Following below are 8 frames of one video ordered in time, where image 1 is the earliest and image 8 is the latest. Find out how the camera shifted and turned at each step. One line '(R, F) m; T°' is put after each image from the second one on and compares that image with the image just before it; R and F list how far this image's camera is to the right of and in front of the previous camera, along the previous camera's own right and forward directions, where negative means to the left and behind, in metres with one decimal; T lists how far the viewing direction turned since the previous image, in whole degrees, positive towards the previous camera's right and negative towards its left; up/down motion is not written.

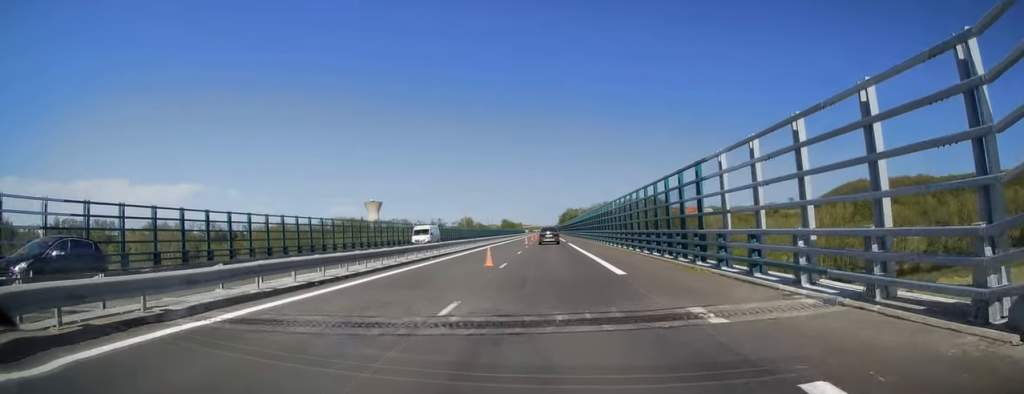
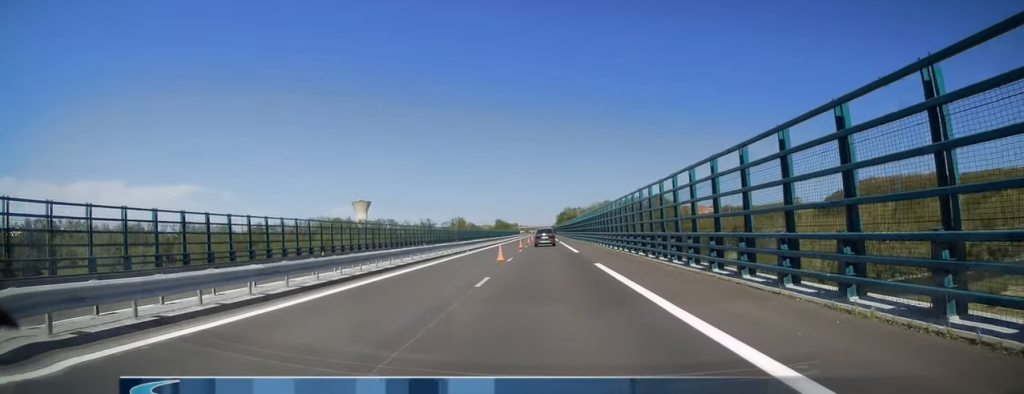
(0.0, +32.3) m; 0°
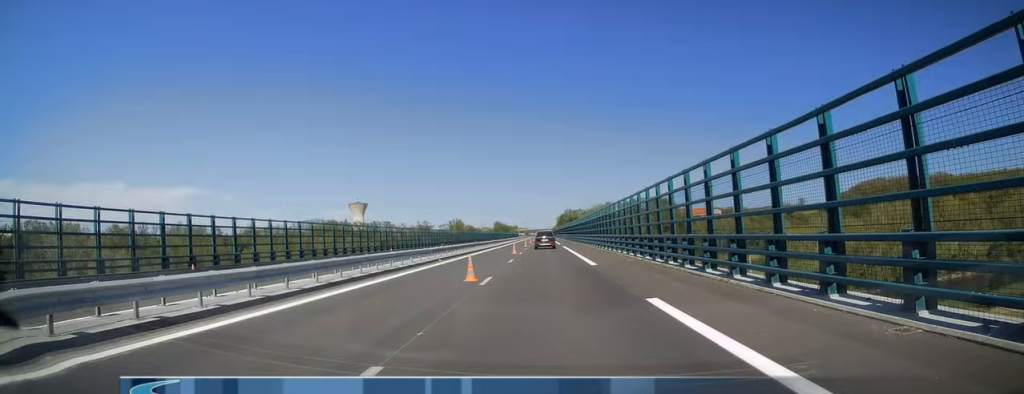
(0.0, +11.9) m; 0°
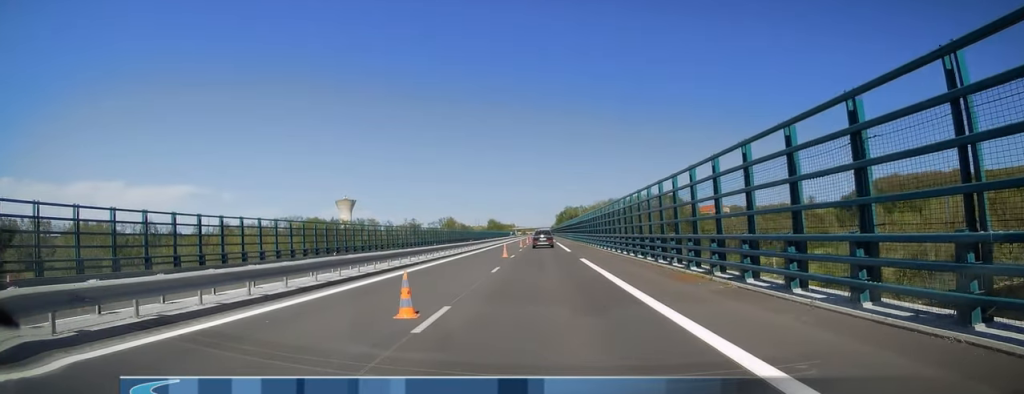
(0.0, +33.7) m; 0°
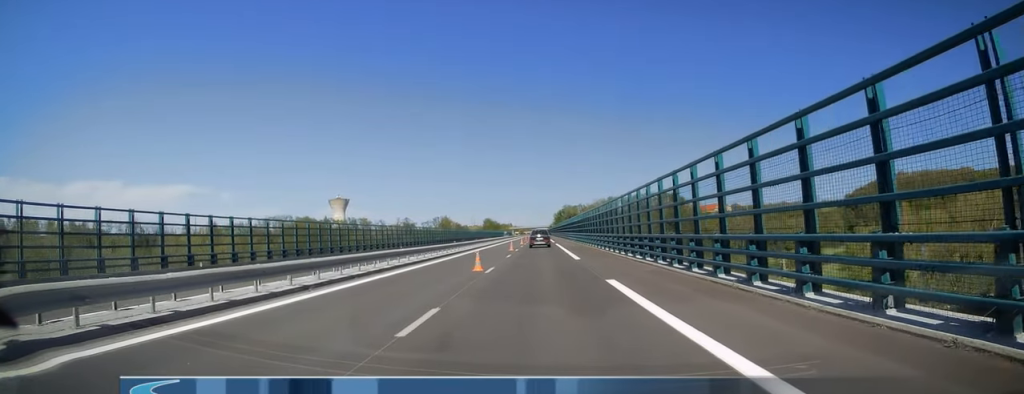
(0.0, +13.3) m; 0°
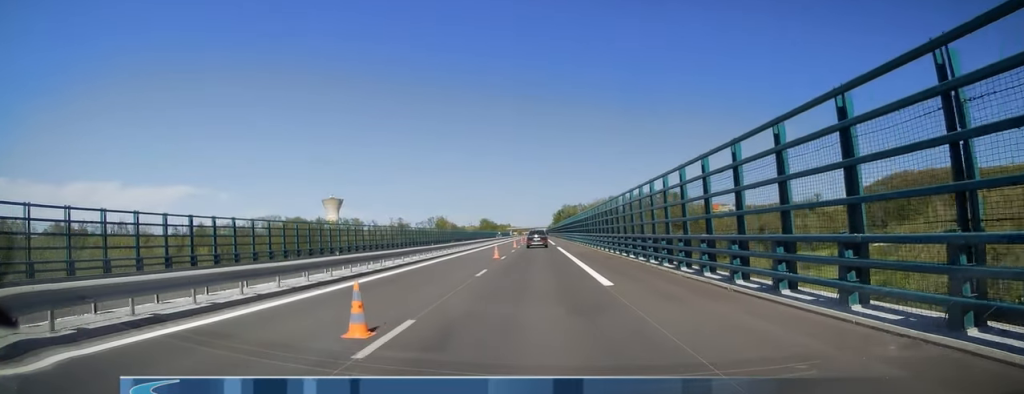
(+0.1, +14.3) m; 0°
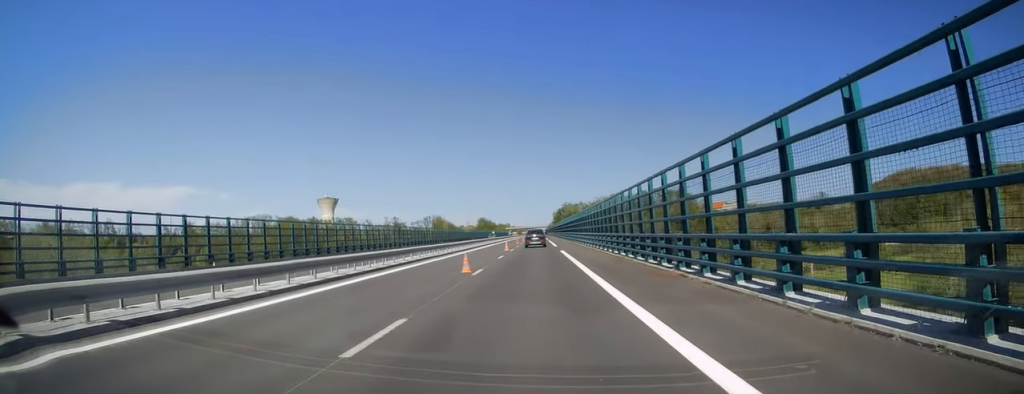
(0.0, +12.9) m; 0°
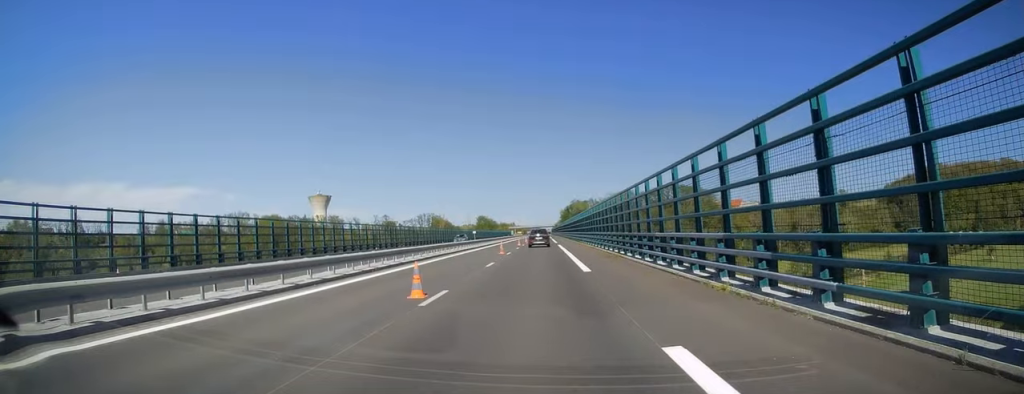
(-0.7, +34.1) m; -1°
